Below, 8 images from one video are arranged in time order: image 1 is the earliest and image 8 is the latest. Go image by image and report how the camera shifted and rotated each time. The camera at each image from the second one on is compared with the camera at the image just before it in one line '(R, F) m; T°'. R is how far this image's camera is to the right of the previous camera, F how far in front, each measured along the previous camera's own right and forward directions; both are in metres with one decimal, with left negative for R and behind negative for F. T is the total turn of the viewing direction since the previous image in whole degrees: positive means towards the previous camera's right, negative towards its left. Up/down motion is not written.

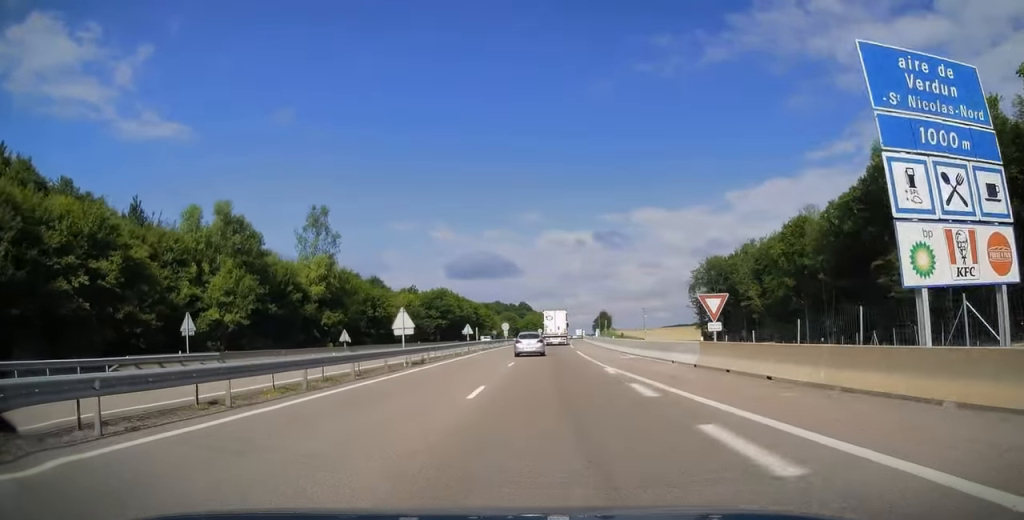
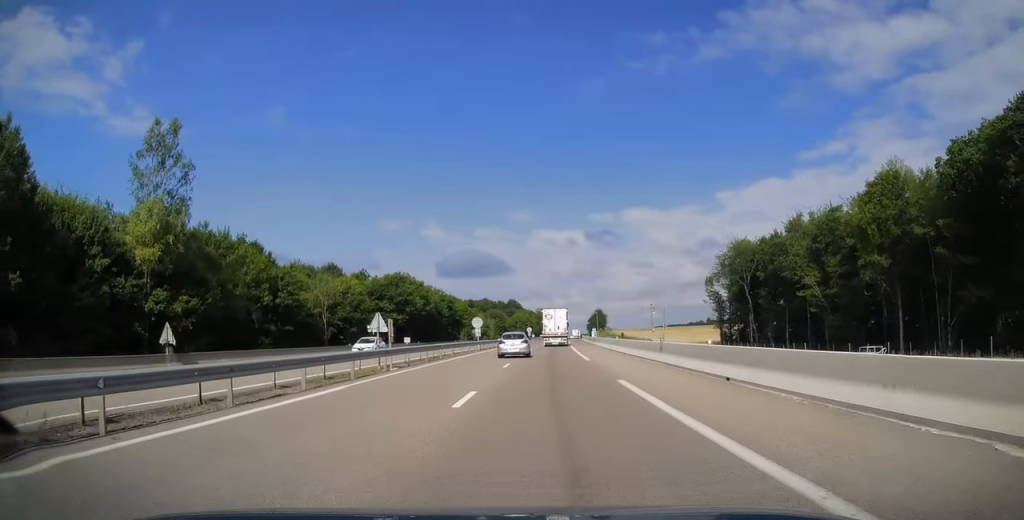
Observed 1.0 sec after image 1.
(+0.4, +27.1) m; +1°
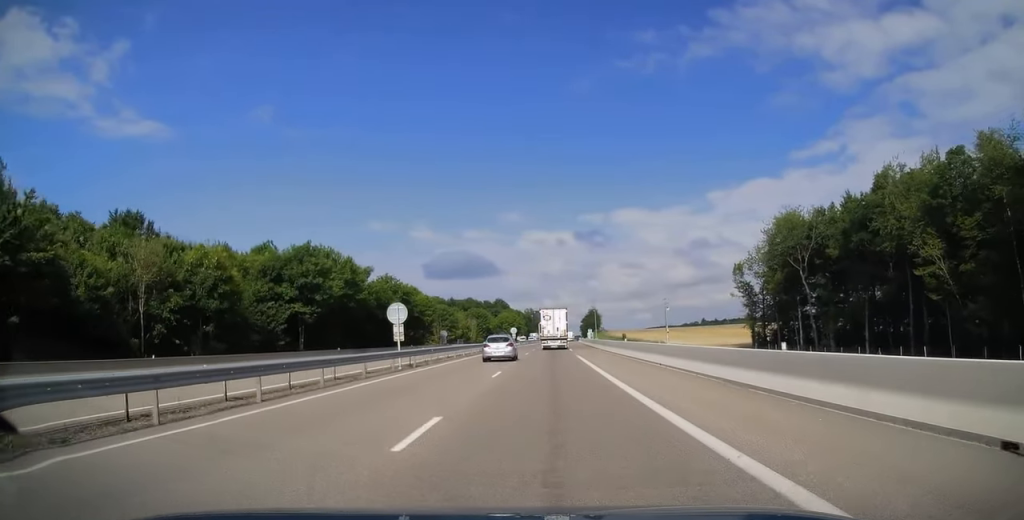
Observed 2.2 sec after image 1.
(0.0, +30.0) m; 0°
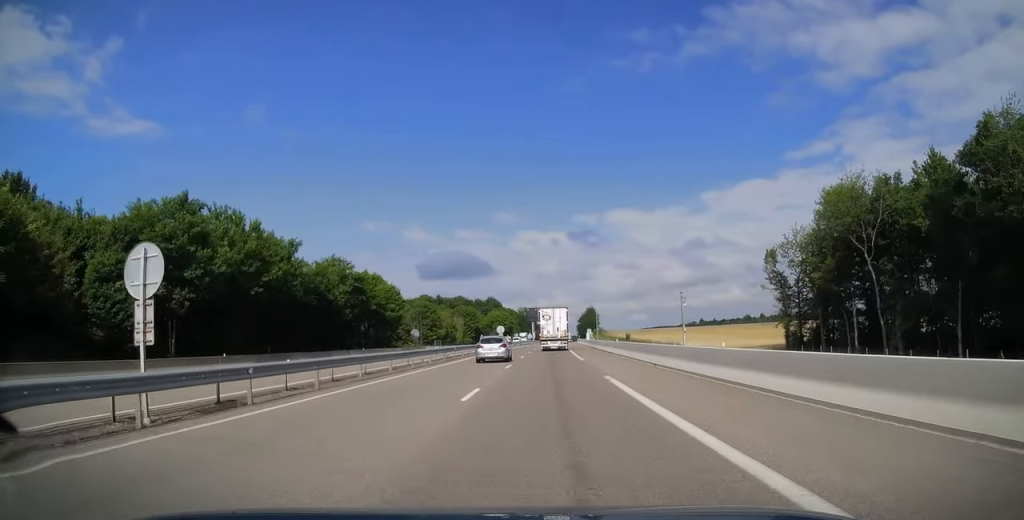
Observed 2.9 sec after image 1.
(0.0, +20.3) m; 0°
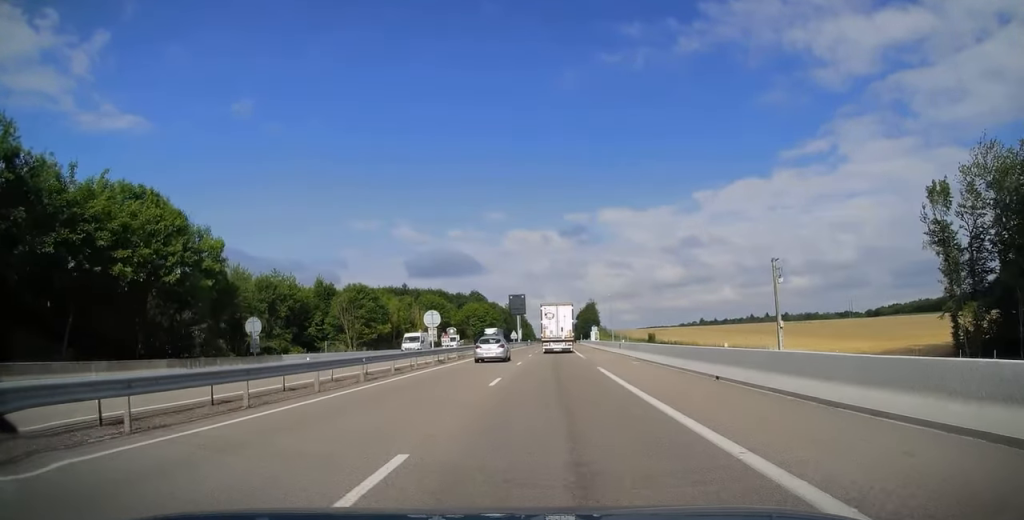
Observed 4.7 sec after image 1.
(+0.8, +48.4) m; +2°
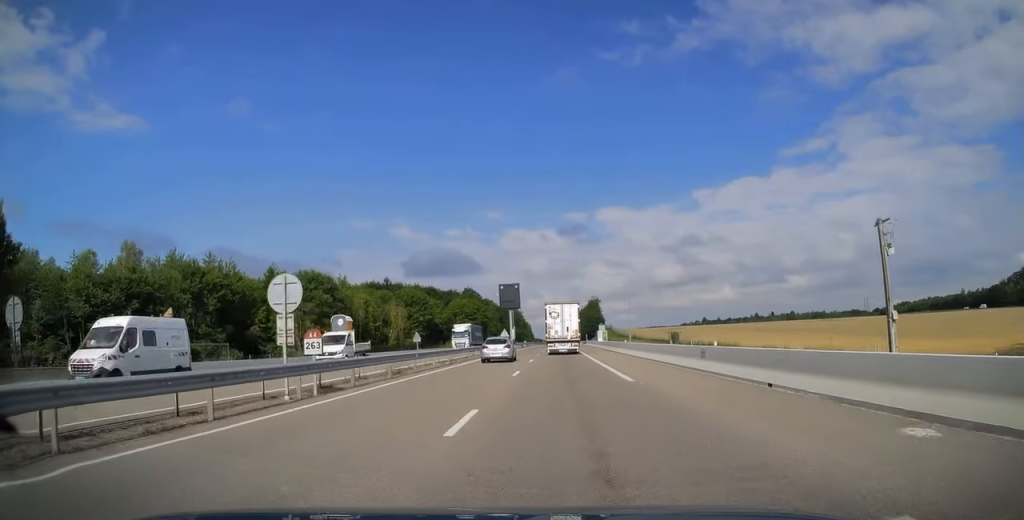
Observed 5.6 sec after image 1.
(0.0, +21.9) m; -1°
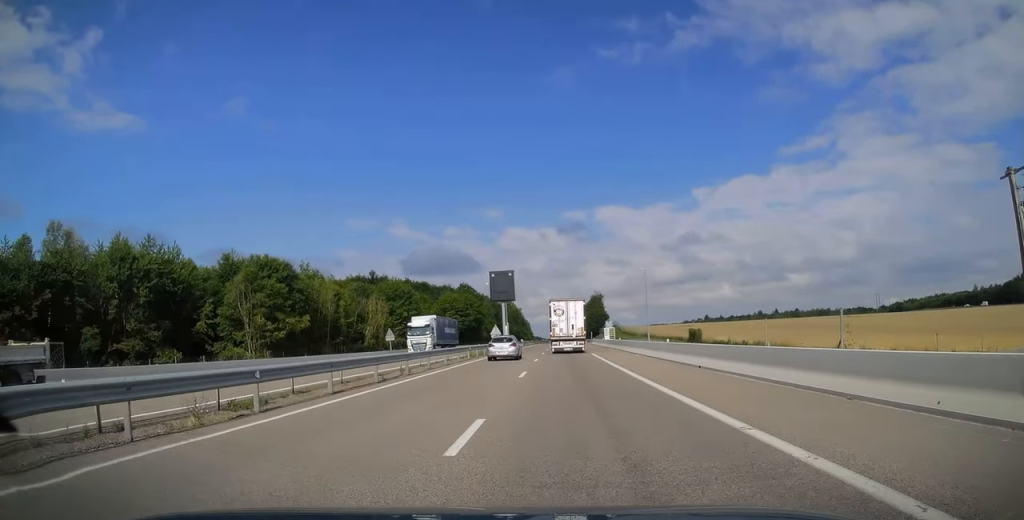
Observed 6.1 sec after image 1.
(-0.1, +14.8) m; 0°
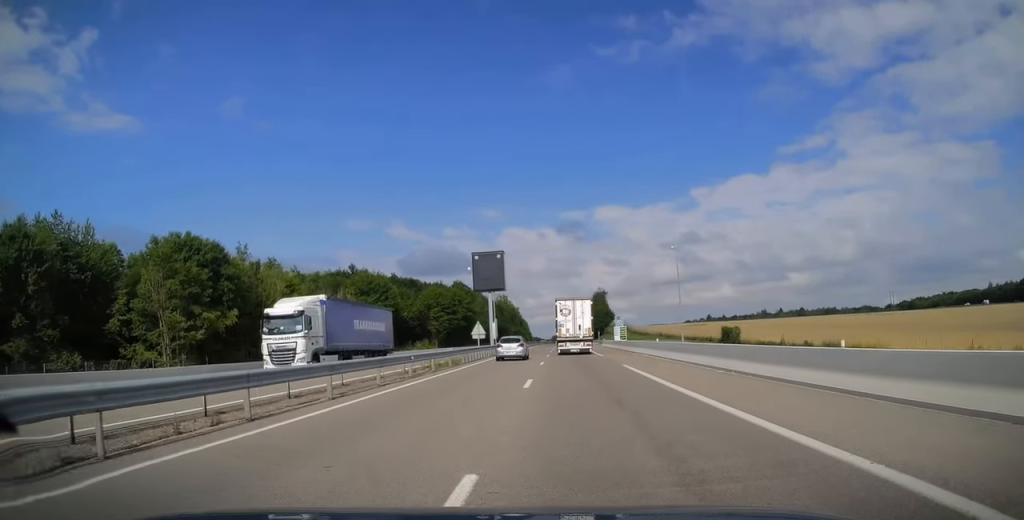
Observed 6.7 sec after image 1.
(-0.3, +17.1) m; 0°
